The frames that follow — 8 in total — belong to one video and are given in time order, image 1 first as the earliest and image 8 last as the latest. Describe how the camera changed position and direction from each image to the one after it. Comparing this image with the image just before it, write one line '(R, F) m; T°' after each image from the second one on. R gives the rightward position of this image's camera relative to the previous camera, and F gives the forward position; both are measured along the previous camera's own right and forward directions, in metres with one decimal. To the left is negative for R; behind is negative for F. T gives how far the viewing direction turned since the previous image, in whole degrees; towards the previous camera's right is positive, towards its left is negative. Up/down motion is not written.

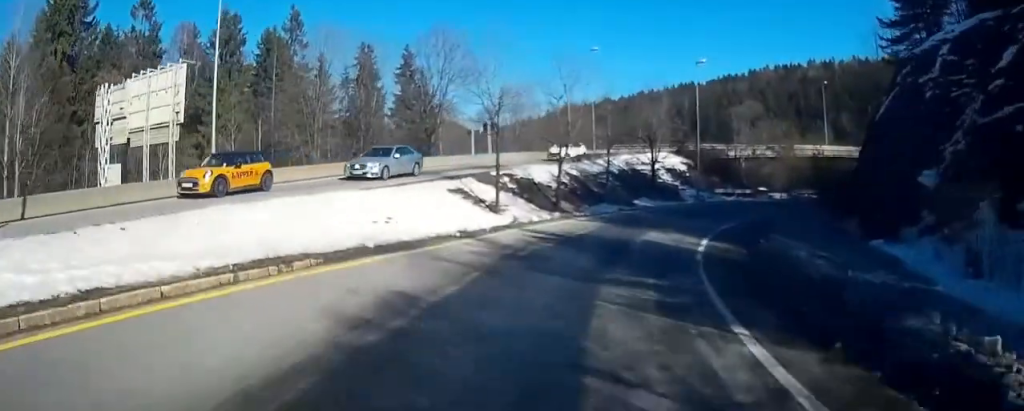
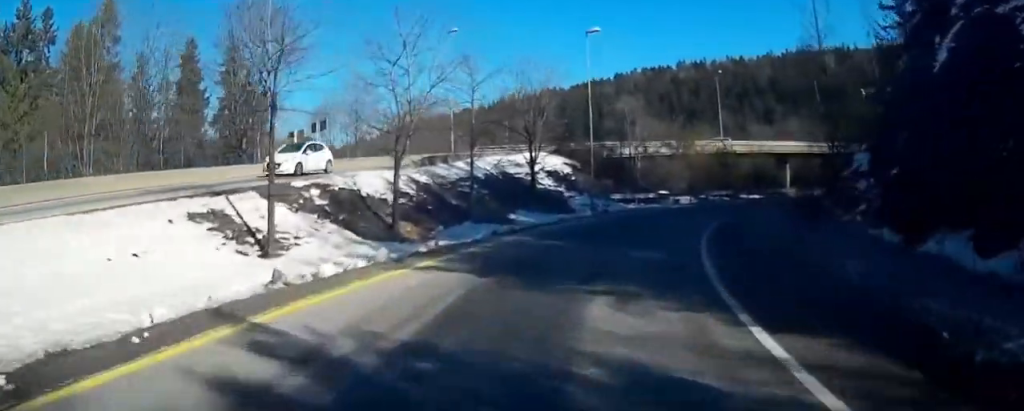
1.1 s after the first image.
(+0.9, +10.5) m; +13°
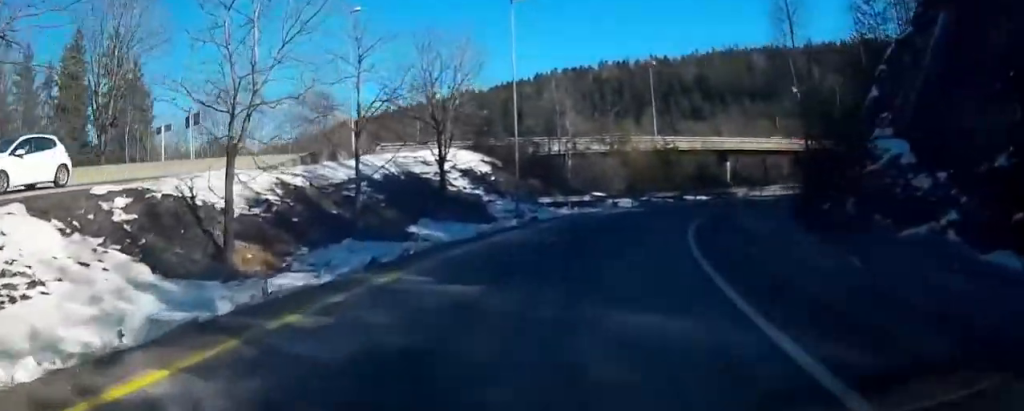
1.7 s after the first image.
(+0.5, +6.4) m; +9°
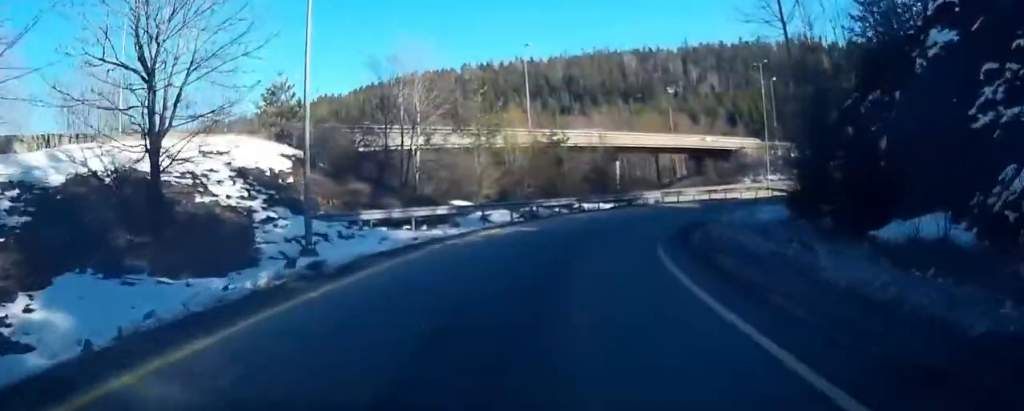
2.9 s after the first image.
(+1.9, +12.7) m; +13°
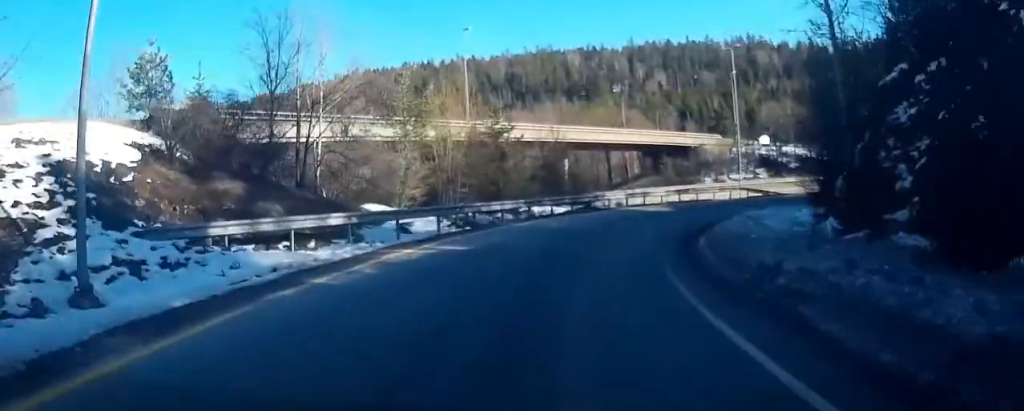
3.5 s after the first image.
(+0.2, +6.5) m; +5°
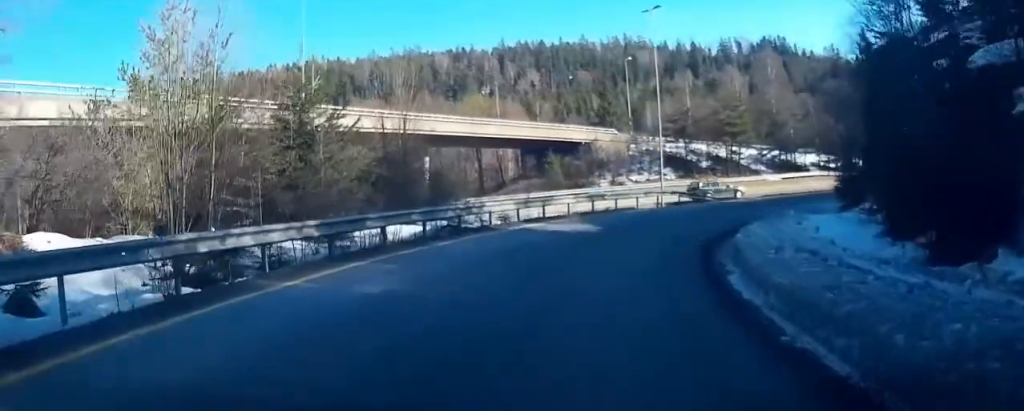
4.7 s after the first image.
(+1.3, +12.5) m; +16°
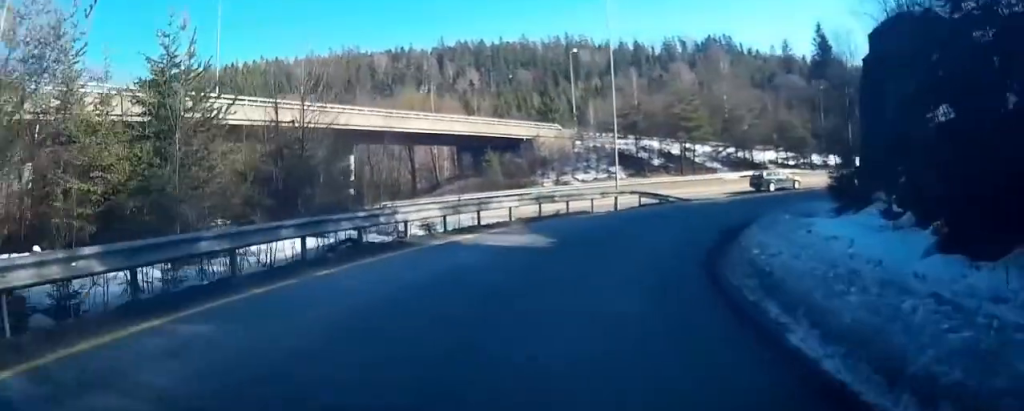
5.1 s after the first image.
(+0.7, +4.8) m; +6°
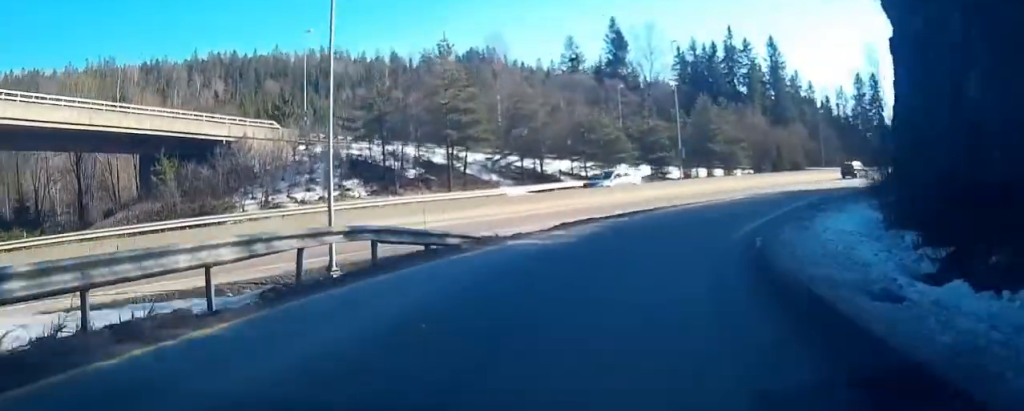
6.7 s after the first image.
(+3.0, +17.3) m; +22°
